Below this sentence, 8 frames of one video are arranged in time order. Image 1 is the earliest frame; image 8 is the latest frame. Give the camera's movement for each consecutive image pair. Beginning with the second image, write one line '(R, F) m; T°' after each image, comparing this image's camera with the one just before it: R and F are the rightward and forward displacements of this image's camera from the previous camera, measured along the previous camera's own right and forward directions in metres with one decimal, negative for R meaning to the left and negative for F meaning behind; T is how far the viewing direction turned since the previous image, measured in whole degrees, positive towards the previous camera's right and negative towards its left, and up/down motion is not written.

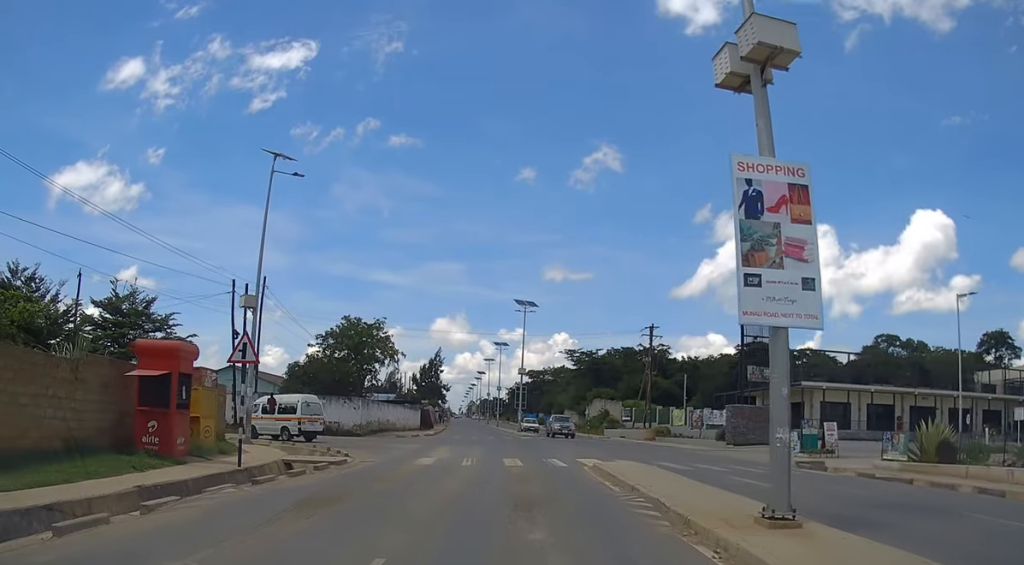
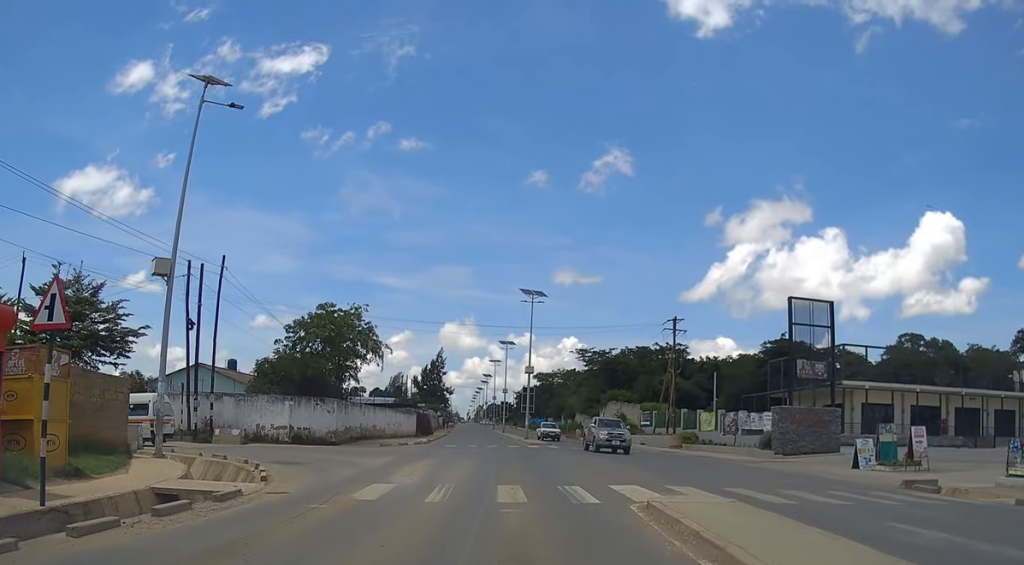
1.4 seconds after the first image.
(-0.3, +8.2) m; -3°
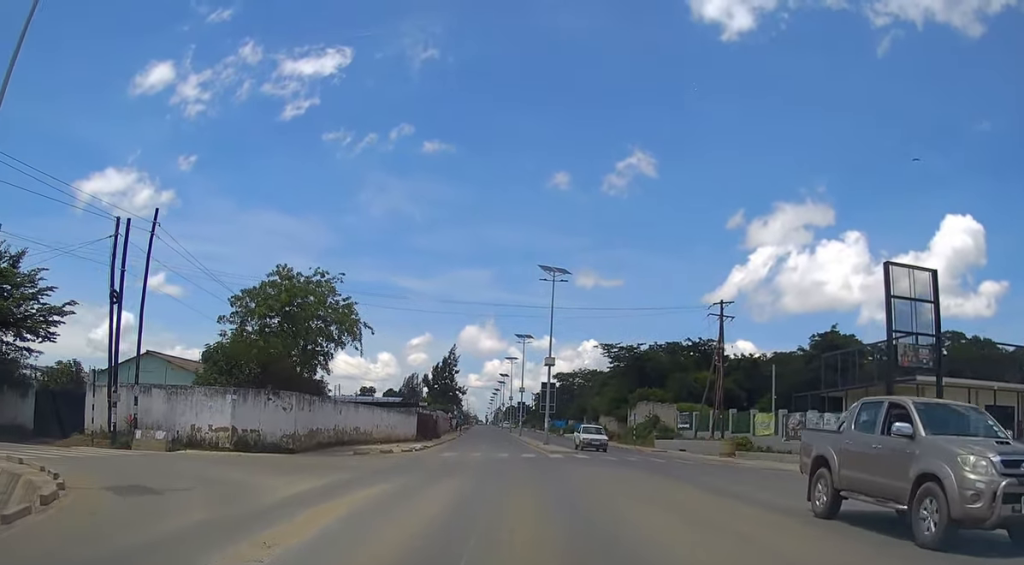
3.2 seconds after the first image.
(+0.2, +10.4) m; 0°
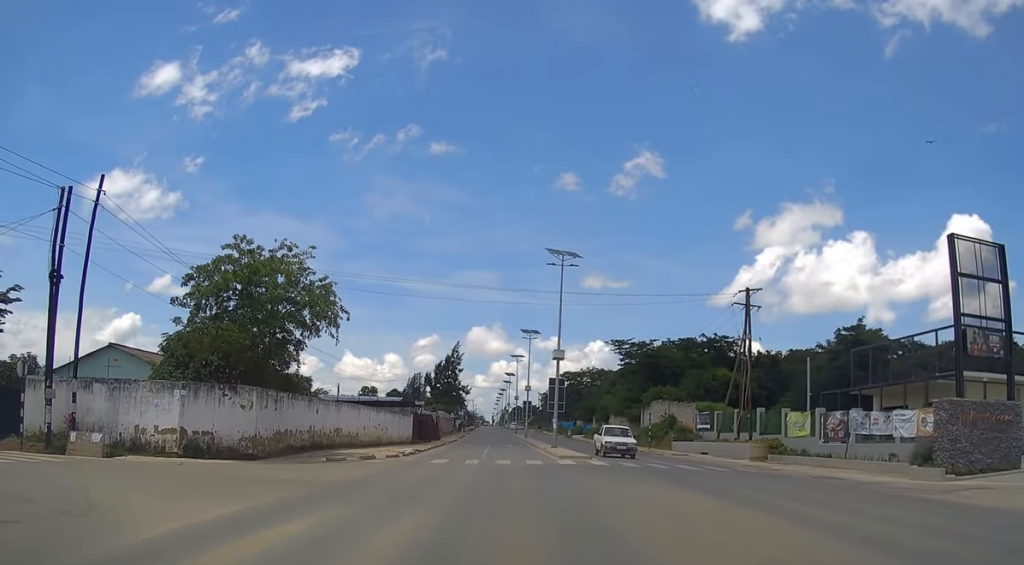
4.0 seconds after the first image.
(-0.1, +5.1) m; -1°
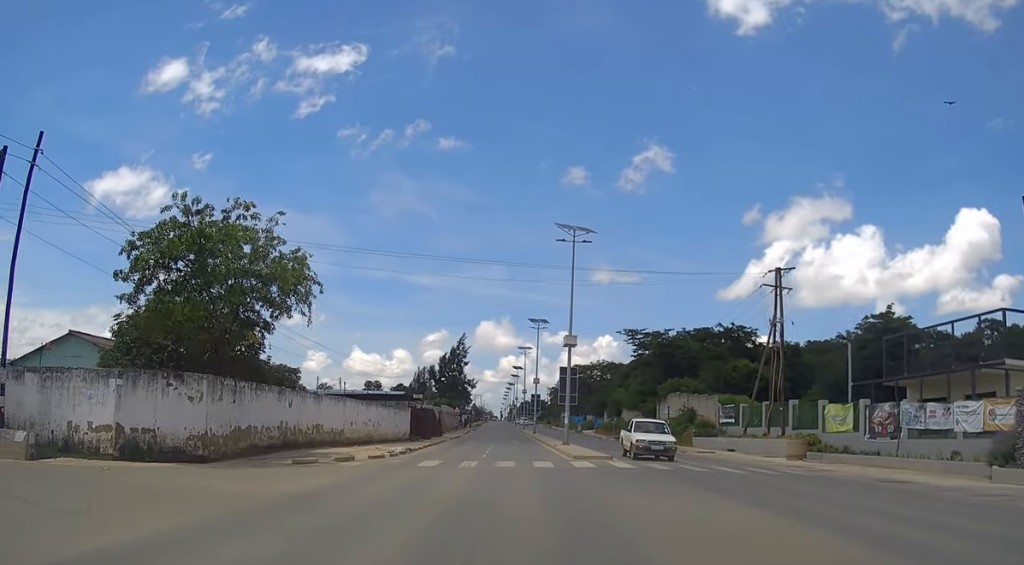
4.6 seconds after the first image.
(-0.1, +4.6) m; -1°
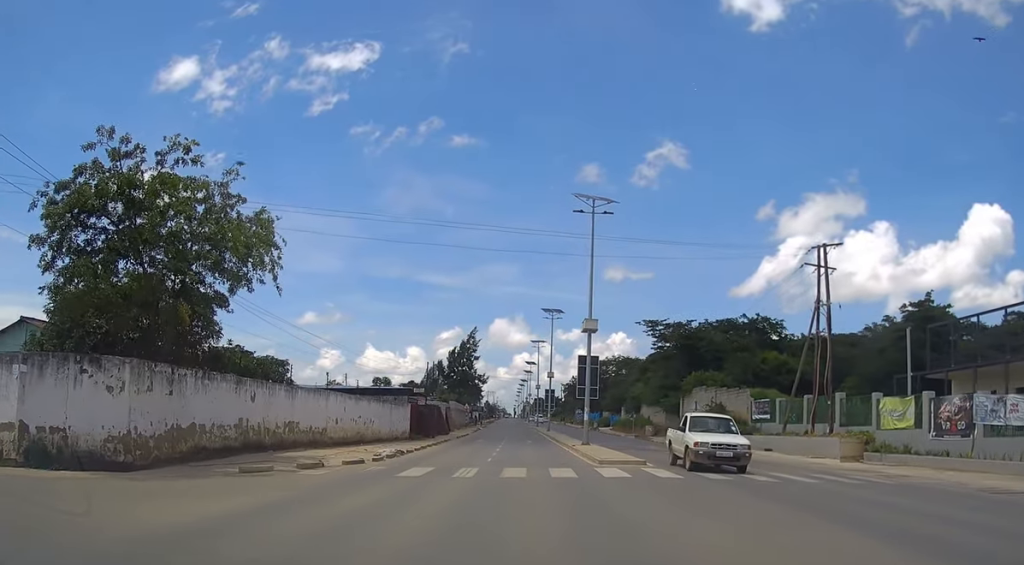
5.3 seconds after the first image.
(0.0, +5.2) m; -1°
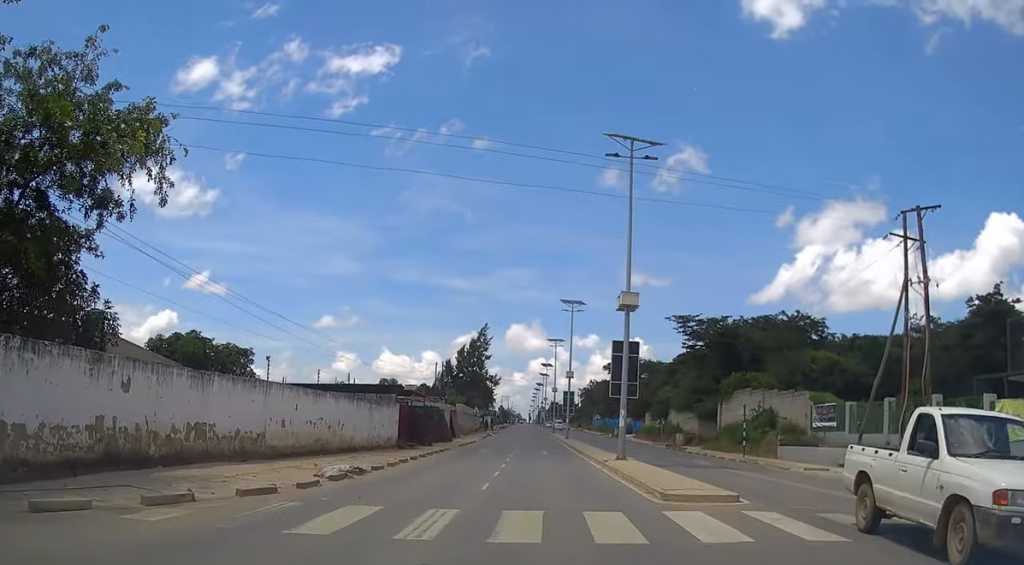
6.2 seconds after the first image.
(-0.1, +8.4) m; -1°
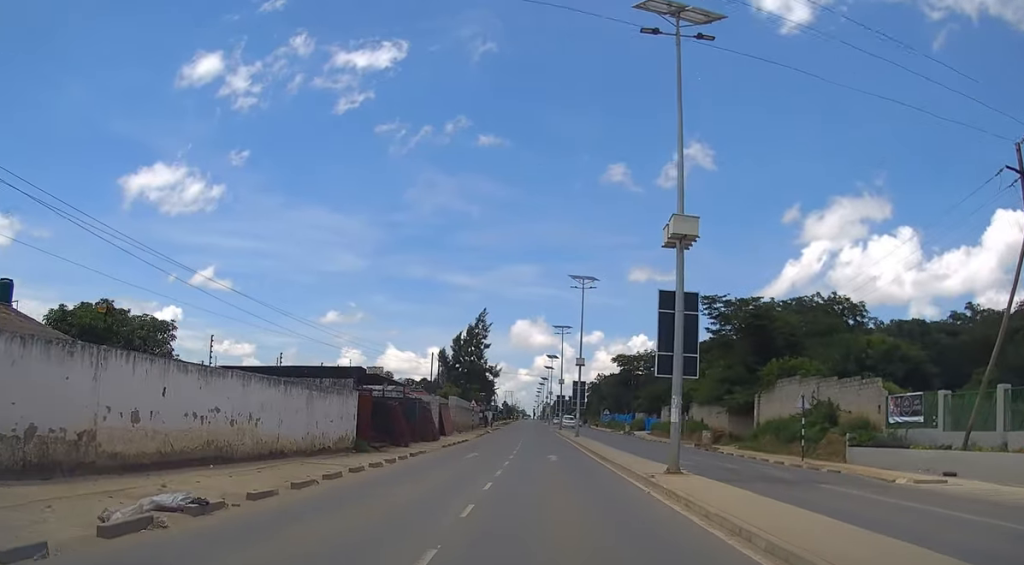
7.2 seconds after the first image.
(-0.1, +9.1) m; -1°
